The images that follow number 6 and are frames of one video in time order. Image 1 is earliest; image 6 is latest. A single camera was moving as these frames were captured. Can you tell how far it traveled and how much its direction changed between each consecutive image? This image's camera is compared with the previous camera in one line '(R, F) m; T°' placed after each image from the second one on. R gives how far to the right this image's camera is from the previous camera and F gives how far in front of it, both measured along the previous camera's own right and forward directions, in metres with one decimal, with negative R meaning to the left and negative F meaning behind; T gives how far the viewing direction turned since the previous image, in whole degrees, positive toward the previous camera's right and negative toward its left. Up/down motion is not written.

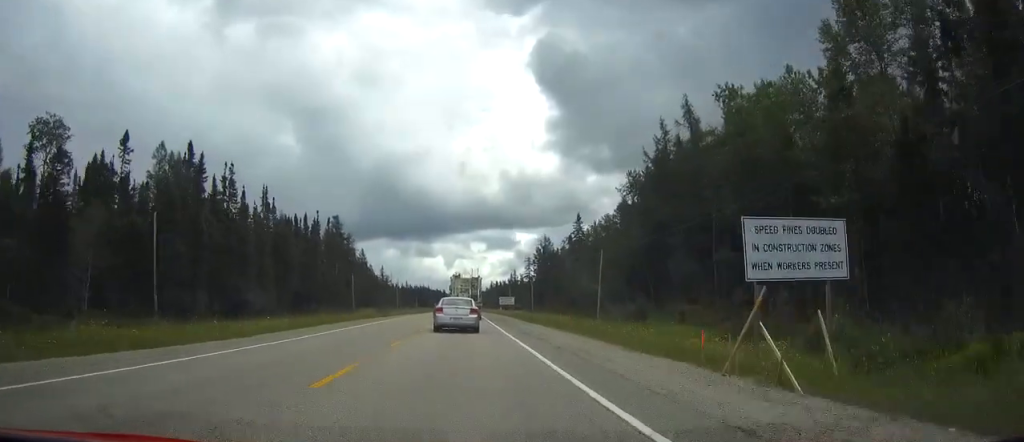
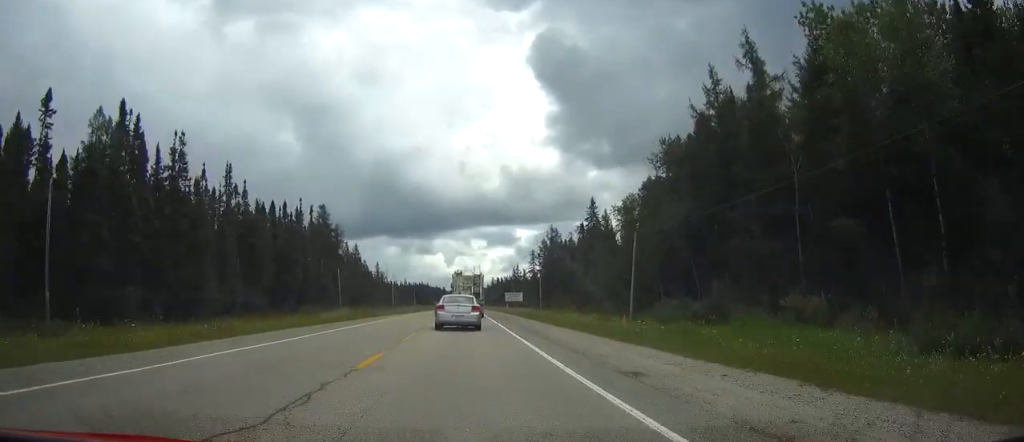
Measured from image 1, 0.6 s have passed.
(0.0, +15.7) m; 0°
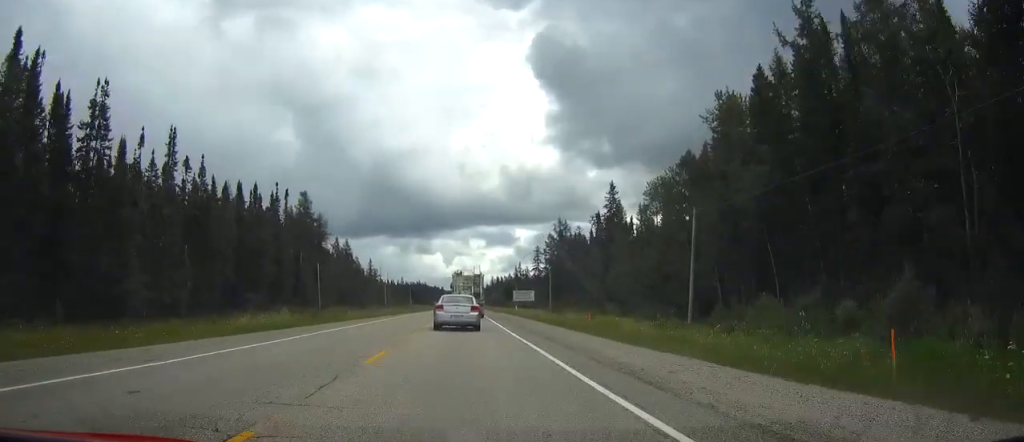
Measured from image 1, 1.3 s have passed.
(0.0, +17.4) m; 0°
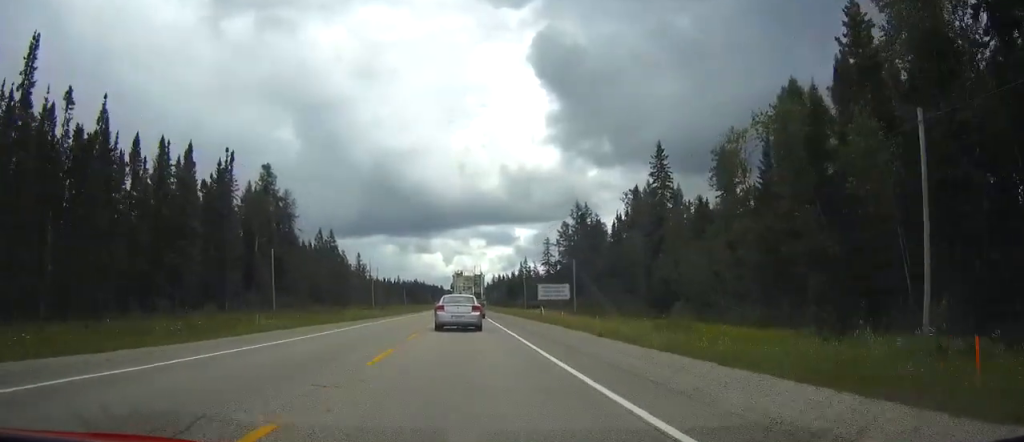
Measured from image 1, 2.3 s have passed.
(+0.1, +27.0) m; 0°
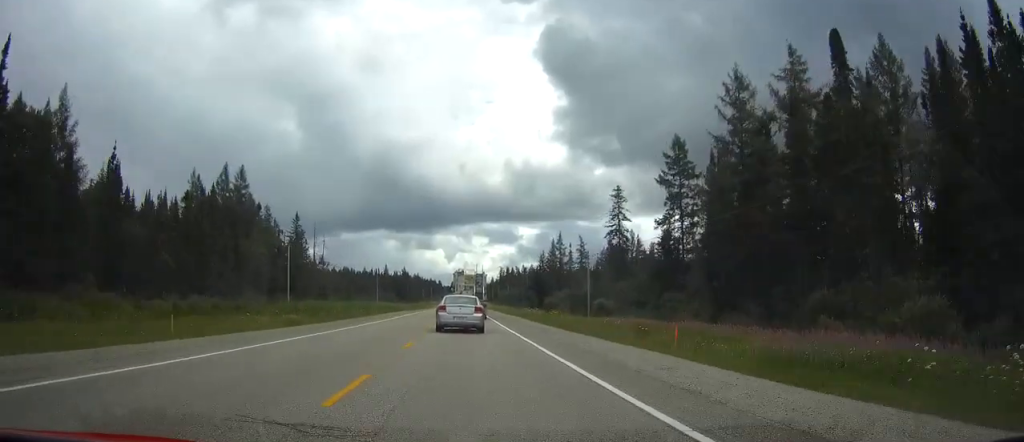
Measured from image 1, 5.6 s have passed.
(-0.3, +85.8) m; 0°
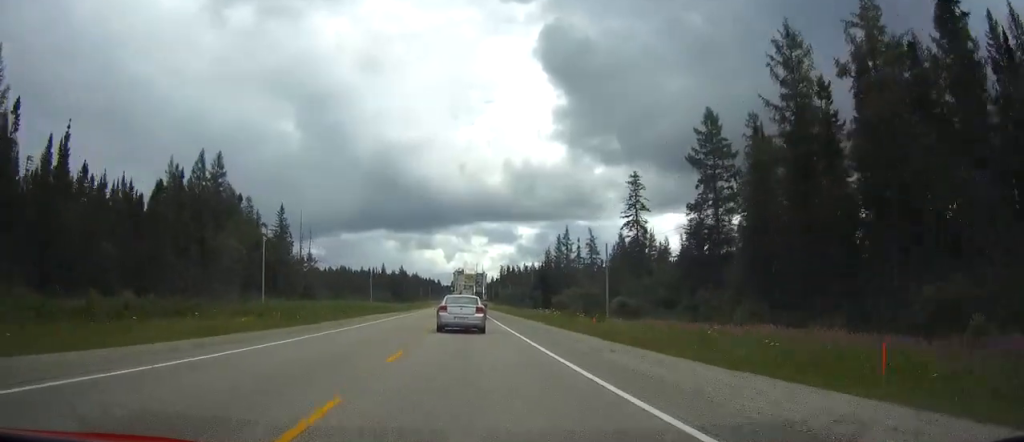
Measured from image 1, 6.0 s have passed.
(+0.1, +11.2) m; 0°
